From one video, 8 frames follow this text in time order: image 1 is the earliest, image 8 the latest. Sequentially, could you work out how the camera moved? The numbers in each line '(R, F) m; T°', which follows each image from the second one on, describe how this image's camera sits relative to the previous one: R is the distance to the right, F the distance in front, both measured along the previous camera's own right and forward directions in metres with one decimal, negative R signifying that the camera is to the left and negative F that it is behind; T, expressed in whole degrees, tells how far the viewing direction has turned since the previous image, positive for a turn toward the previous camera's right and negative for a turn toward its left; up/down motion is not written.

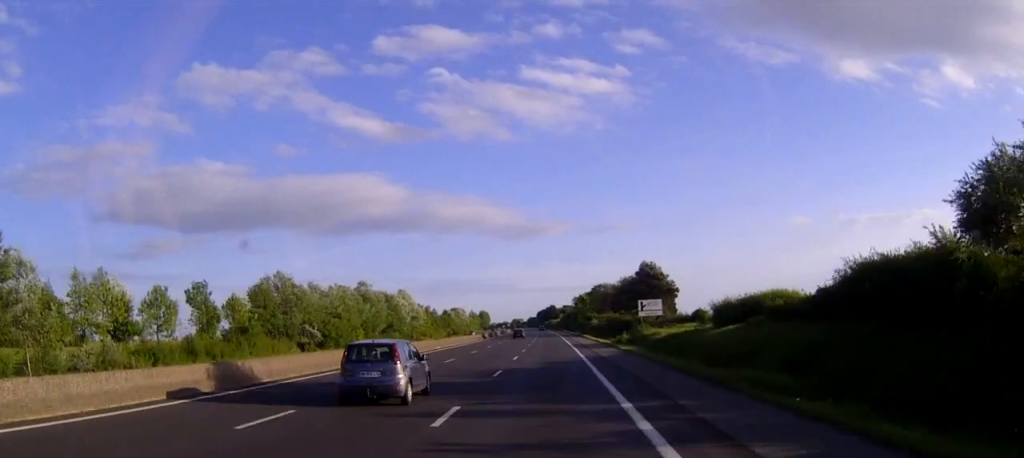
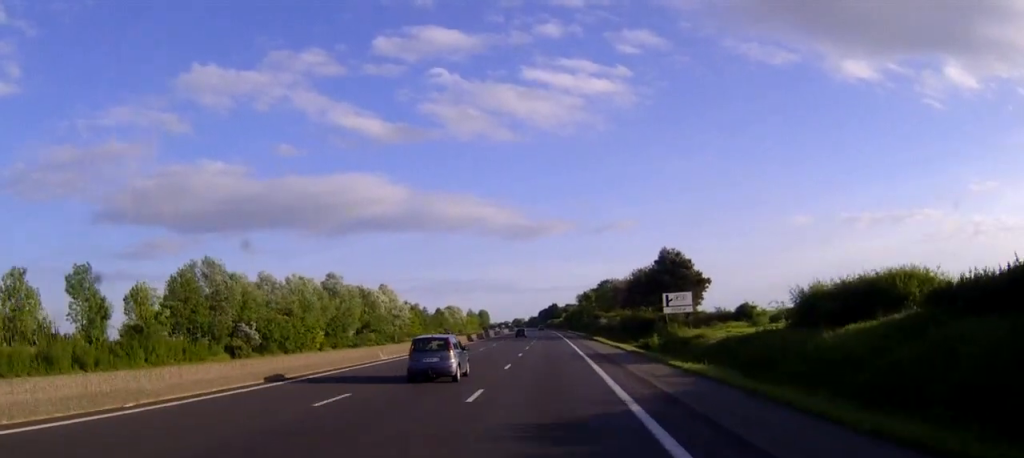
(0.0, +21.7) m; 0°
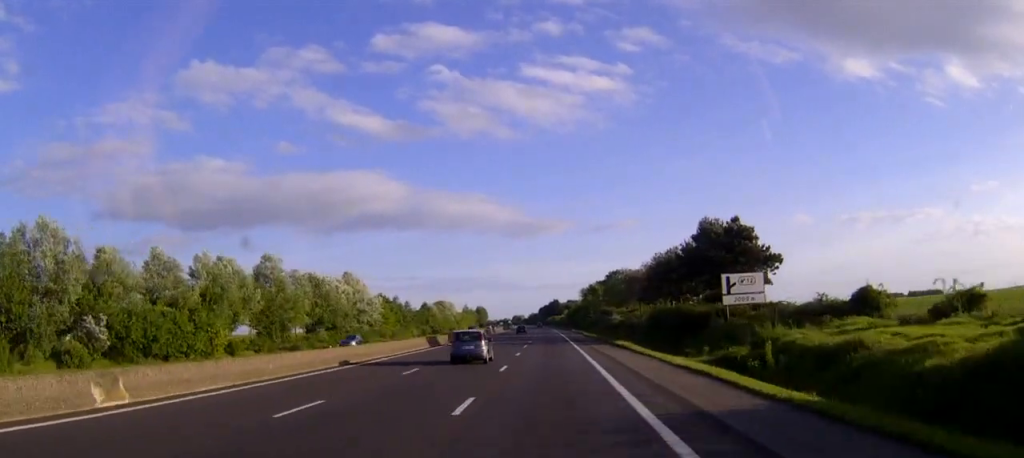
(-0.1, +29.1) m; 0°
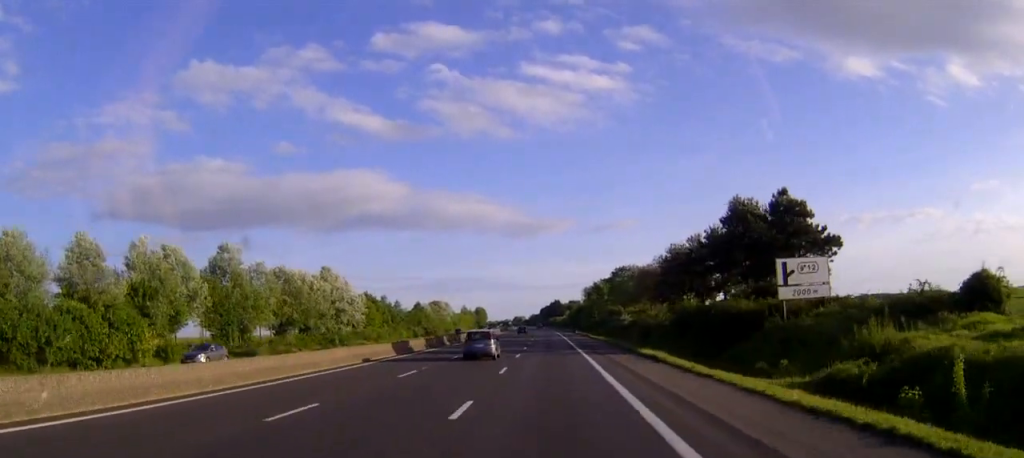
(0.0, +13.6) m; 0°
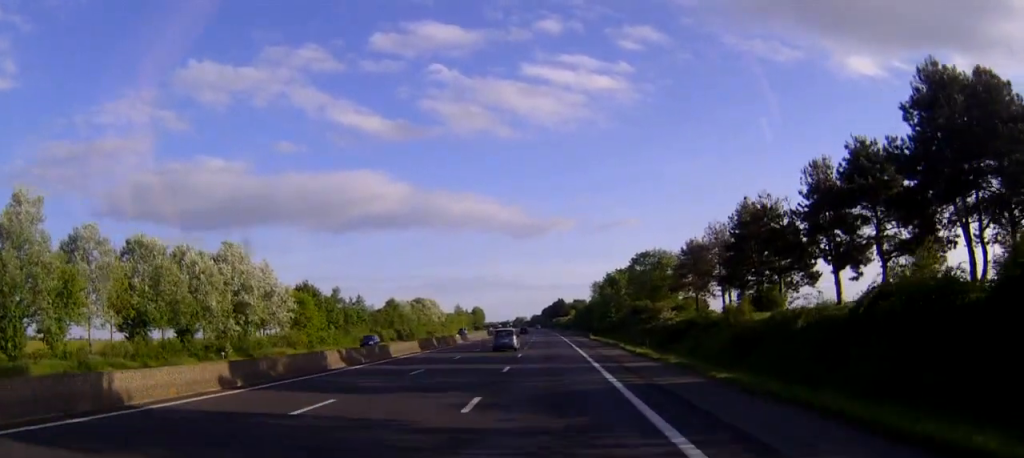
(-0.1, +38.0) m; 0°
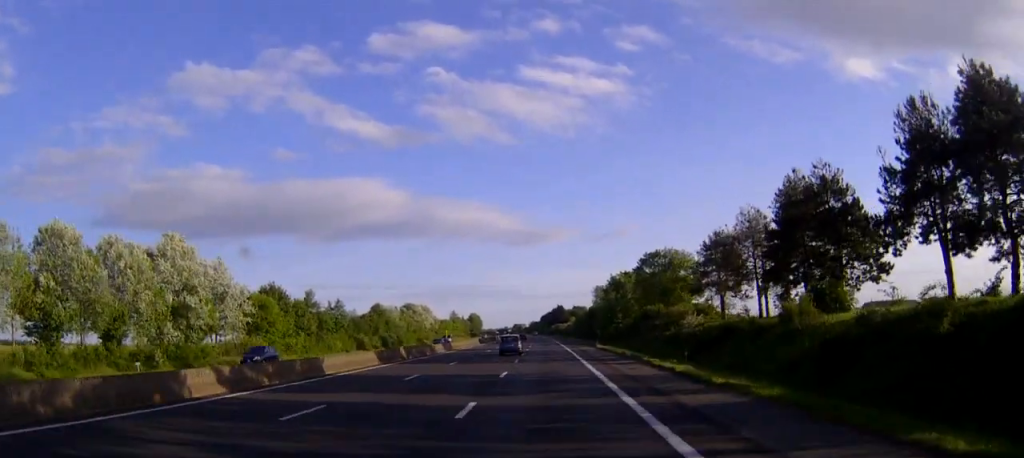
(0.0, +13.5) m; 0°
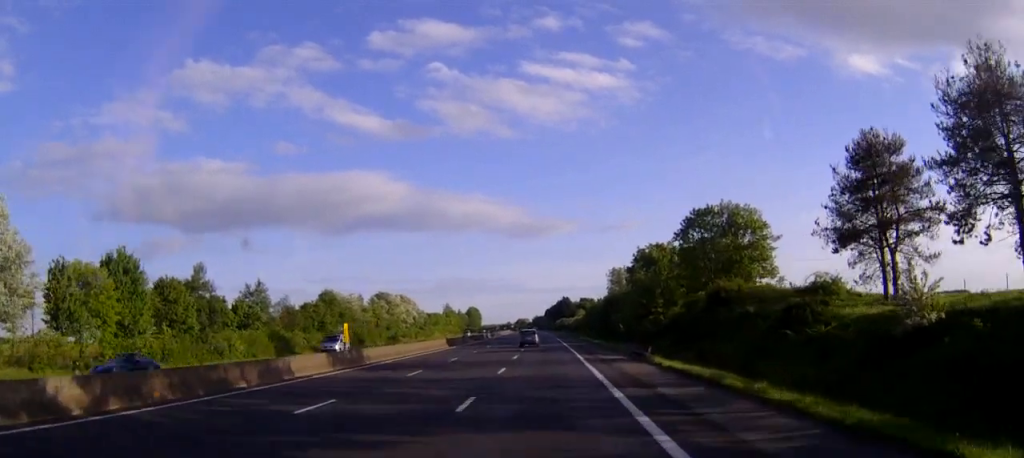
(0.0, +37.9) m; 0°
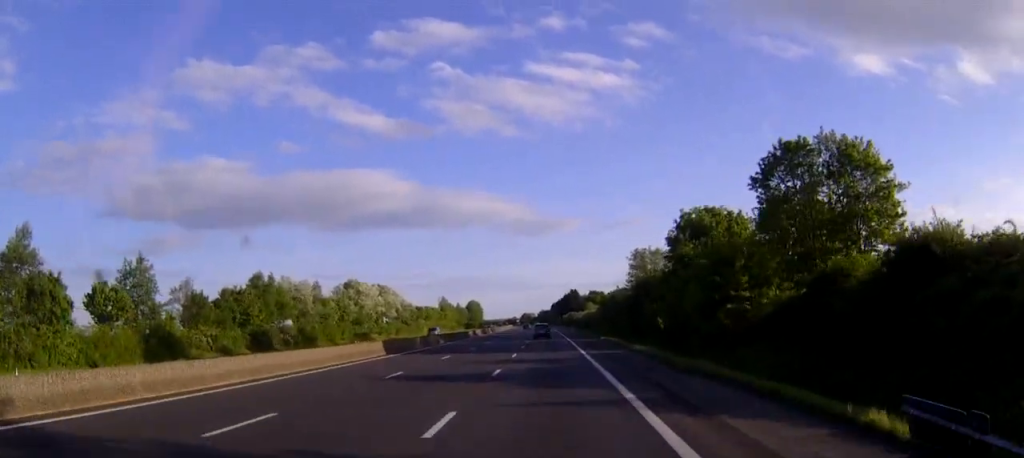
(-0.1, +30.7) m; -1°
